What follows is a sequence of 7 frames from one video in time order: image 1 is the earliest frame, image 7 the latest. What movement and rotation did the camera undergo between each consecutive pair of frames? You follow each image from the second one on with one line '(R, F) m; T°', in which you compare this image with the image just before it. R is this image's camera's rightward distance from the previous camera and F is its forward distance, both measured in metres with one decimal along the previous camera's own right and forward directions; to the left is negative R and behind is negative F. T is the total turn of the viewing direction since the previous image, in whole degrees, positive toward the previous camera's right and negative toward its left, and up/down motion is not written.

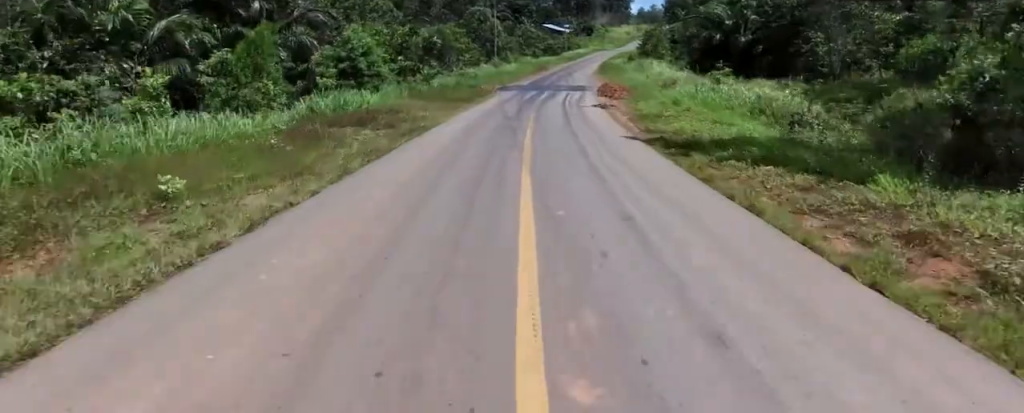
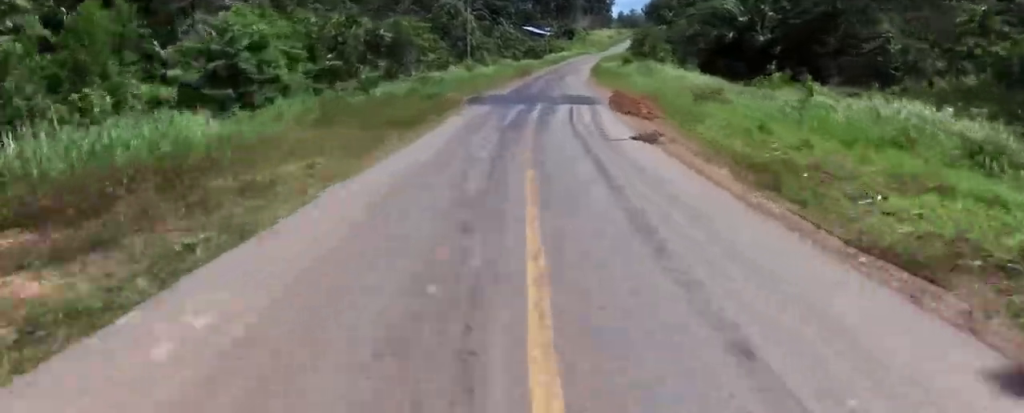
(+0.2, +10.0) m; +2°
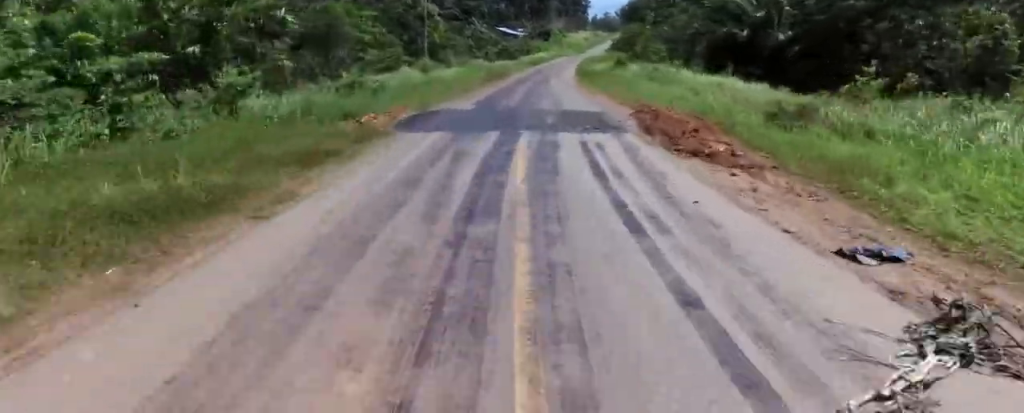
(+0.1, +10.4) m; +3°
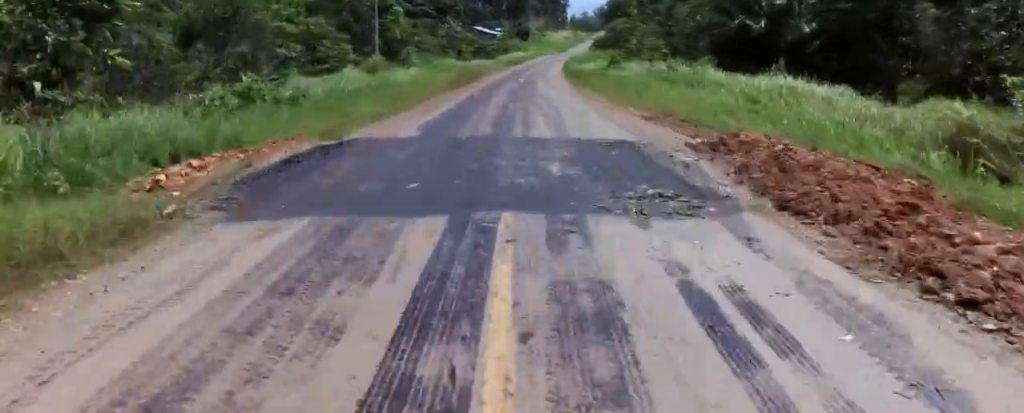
(-0.1, +7.3) m; +4°
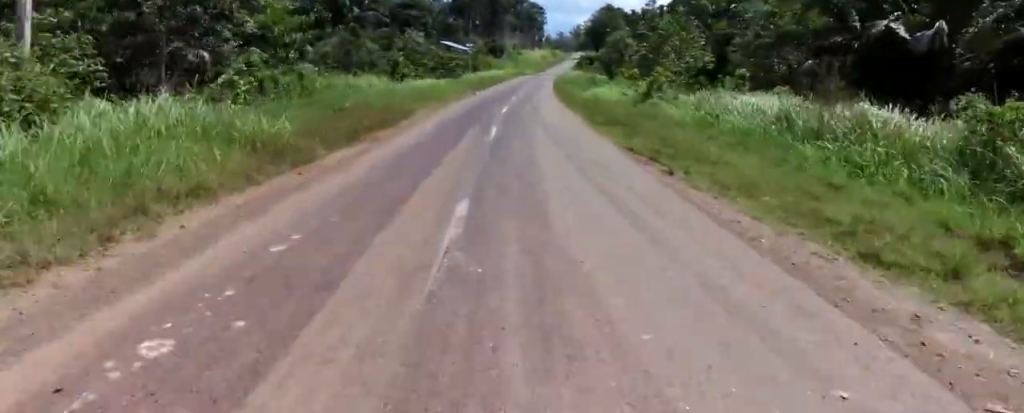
(+1.9, +18.0) m; +7°
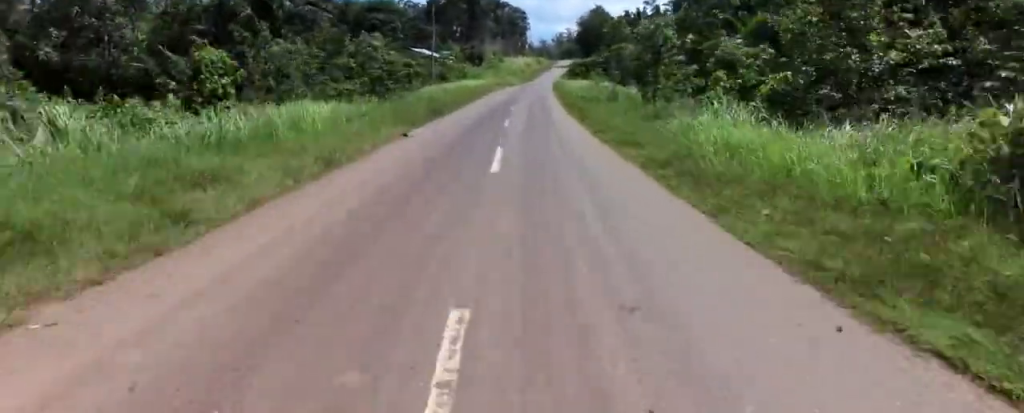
(-0.2, +19.1) m; -5°
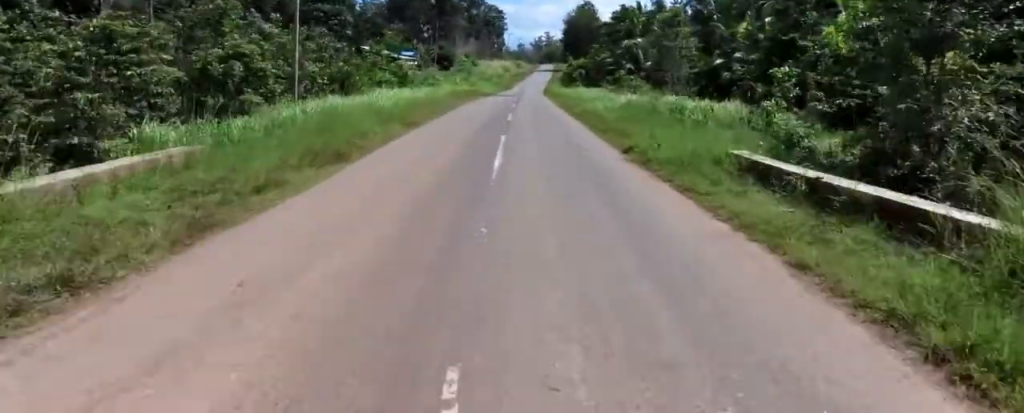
(-0.5, +25.0) m; +4°
